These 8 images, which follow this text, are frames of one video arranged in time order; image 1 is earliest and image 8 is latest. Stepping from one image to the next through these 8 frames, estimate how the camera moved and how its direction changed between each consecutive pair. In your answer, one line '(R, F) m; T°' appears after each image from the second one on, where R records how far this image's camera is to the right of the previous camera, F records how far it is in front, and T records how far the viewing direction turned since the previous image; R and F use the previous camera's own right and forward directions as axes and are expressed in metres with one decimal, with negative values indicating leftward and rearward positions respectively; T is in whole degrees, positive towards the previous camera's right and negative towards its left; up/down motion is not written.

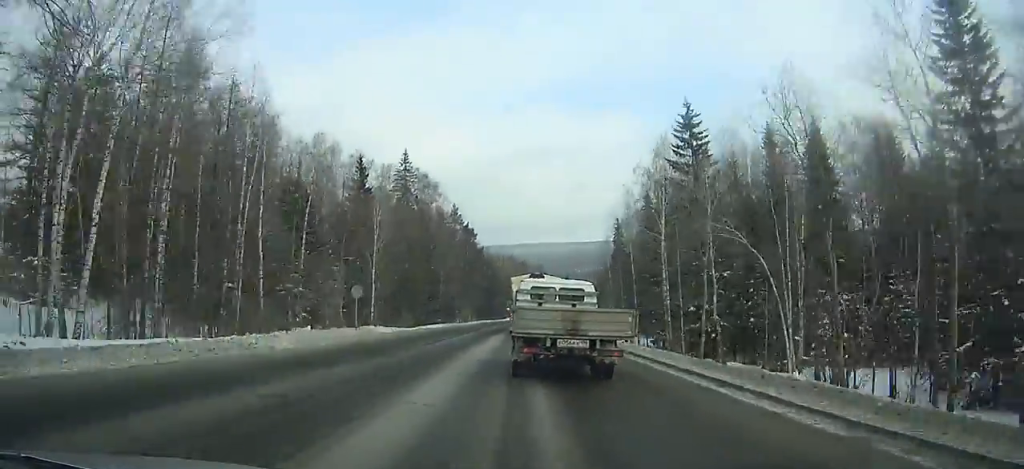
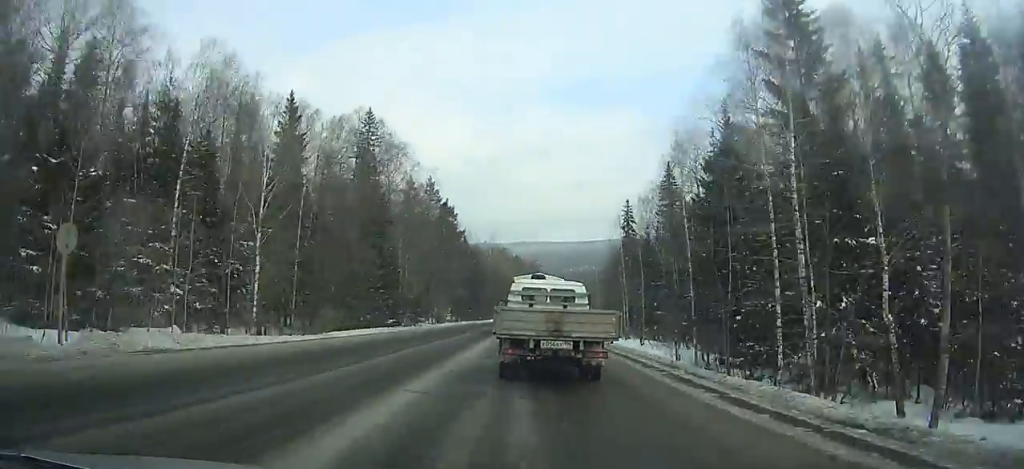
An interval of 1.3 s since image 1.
(+0.2, +24.9) m; 0°
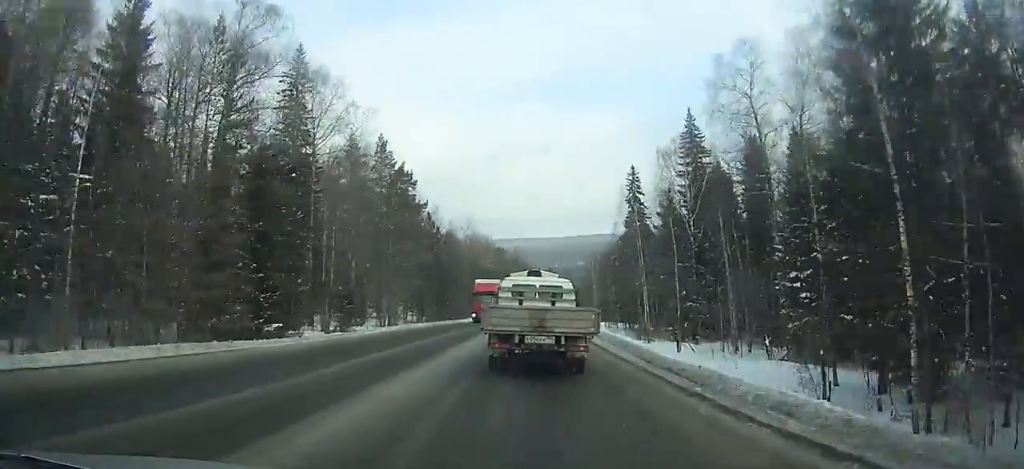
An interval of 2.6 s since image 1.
(+0.1, +24.2) m; 0°
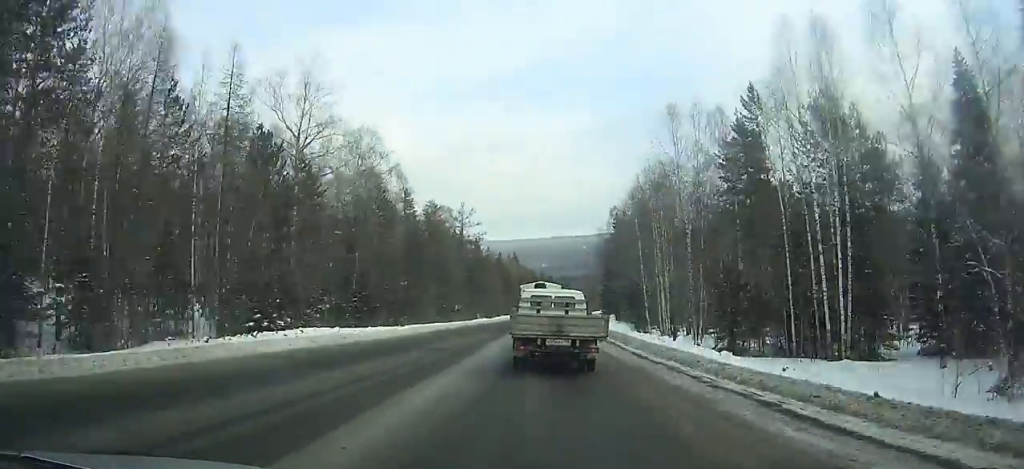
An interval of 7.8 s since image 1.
(+1.7, +96.8) m; +3°
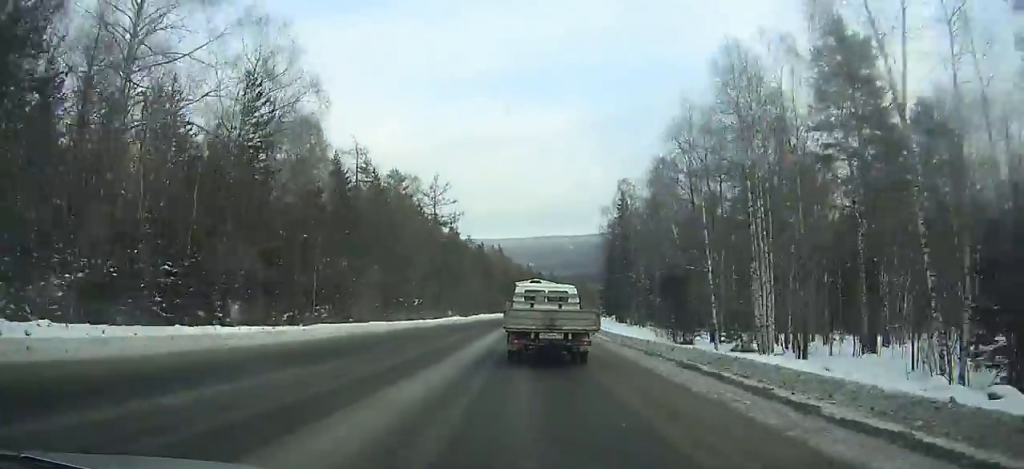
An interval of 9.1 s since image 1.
(+0.5, +24.9) m; +1°
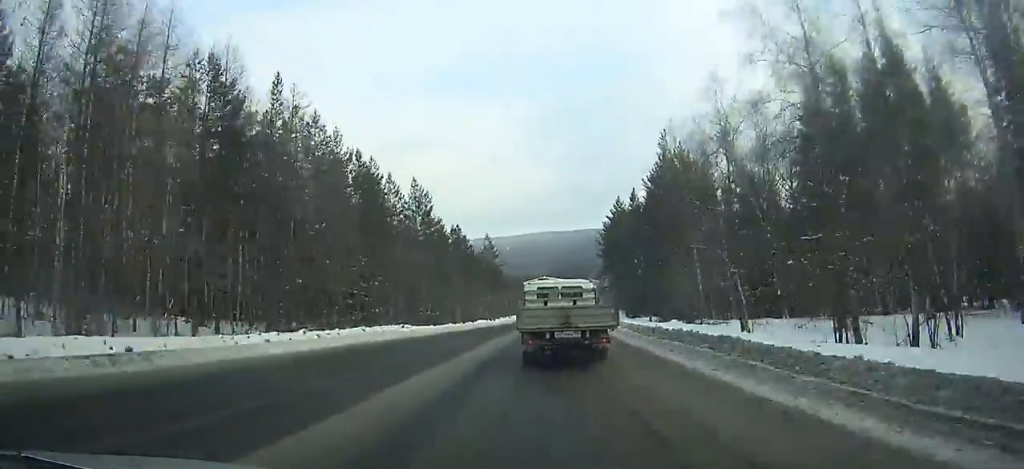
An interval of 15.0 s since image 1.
(+6.1, +115.1) m; +7°
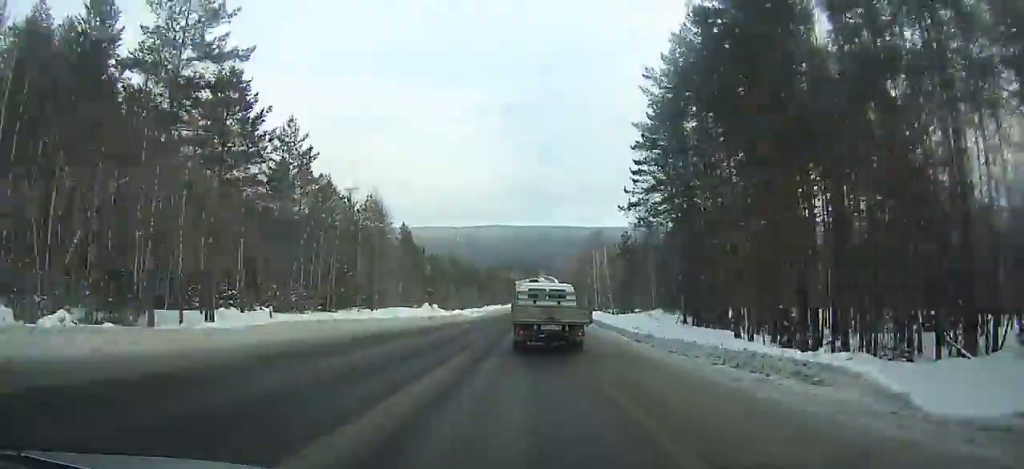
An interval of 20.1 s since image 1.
(+5.5, +102.3) m; +5°
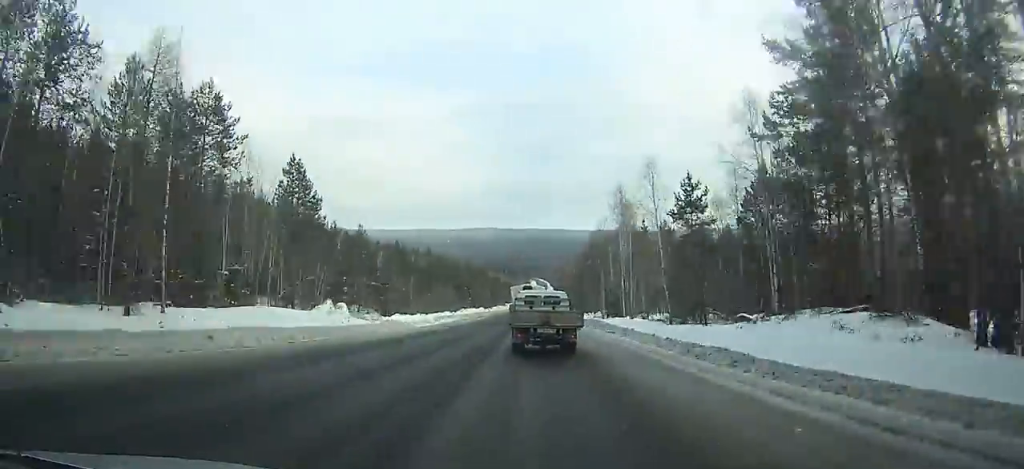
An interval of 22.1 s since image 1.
(+0.1, +41.0) m; 0°
